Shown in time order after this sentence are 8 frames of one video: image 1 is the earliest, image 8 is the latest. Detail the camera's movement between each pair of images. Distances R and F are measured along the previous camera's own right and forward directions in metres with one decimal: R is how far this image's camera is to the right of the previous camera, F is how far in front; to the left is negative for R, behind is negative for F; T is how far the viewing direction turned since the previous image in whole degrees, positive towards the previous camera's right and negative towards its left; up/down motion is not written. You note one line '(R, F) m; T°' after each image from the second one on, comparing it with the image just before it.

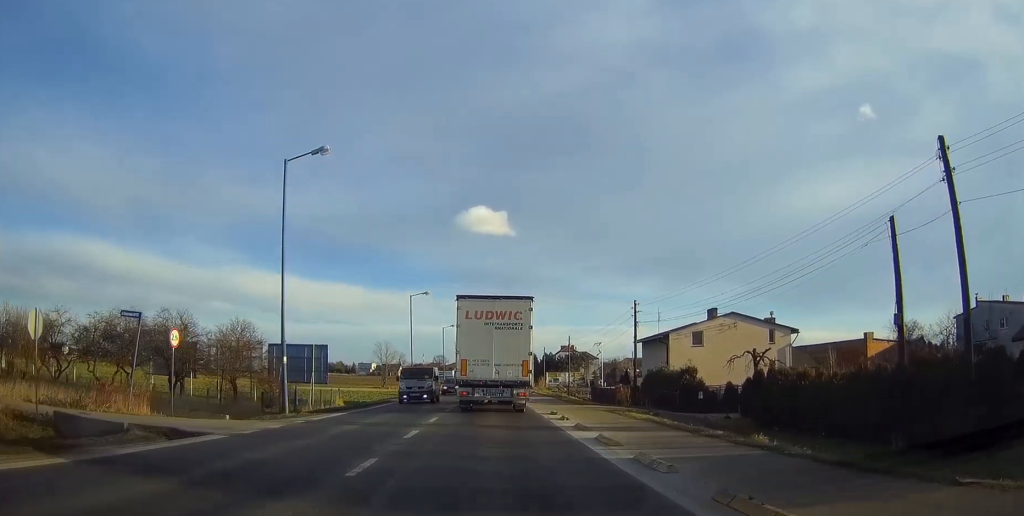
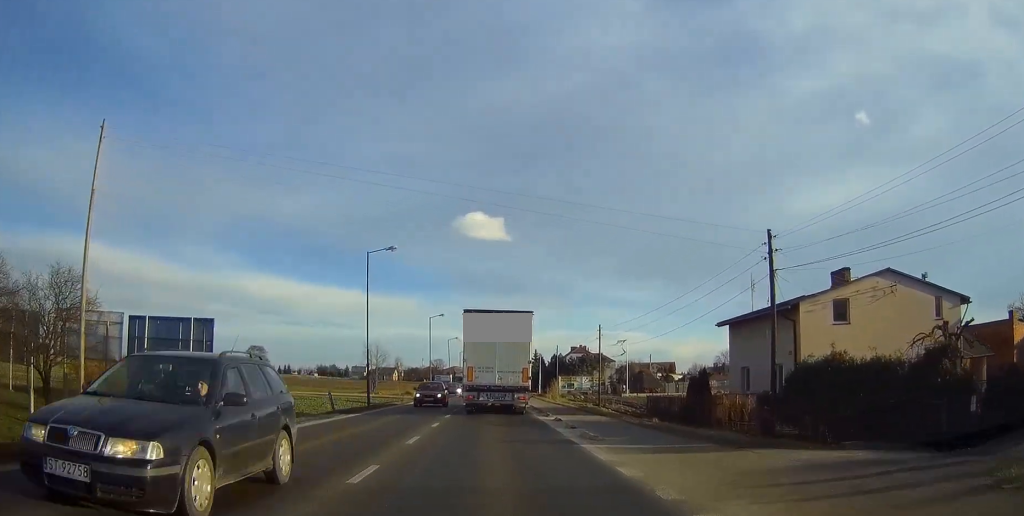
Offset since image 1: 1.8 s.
(0.0, +24.0) m; 0°
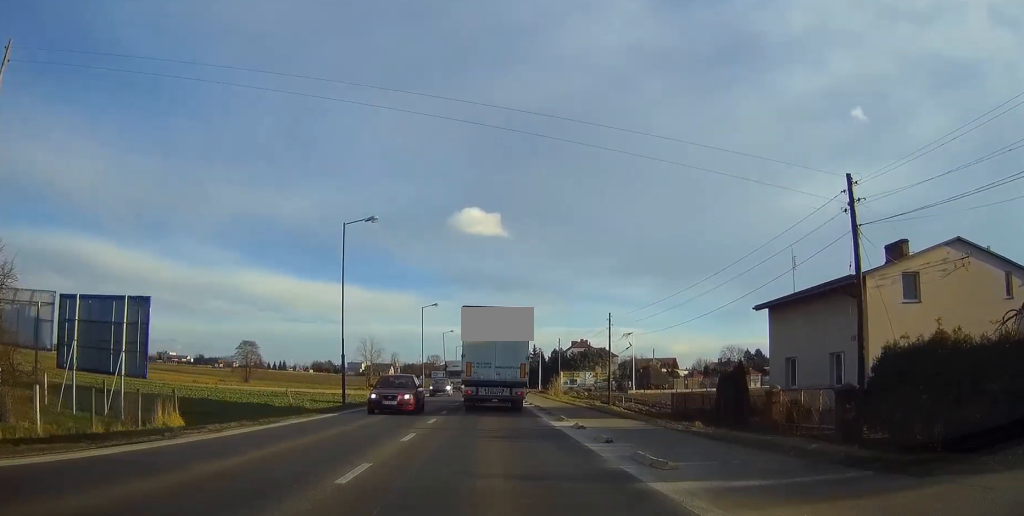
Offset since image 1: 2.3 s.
(0.0, +6.3) m; 0°
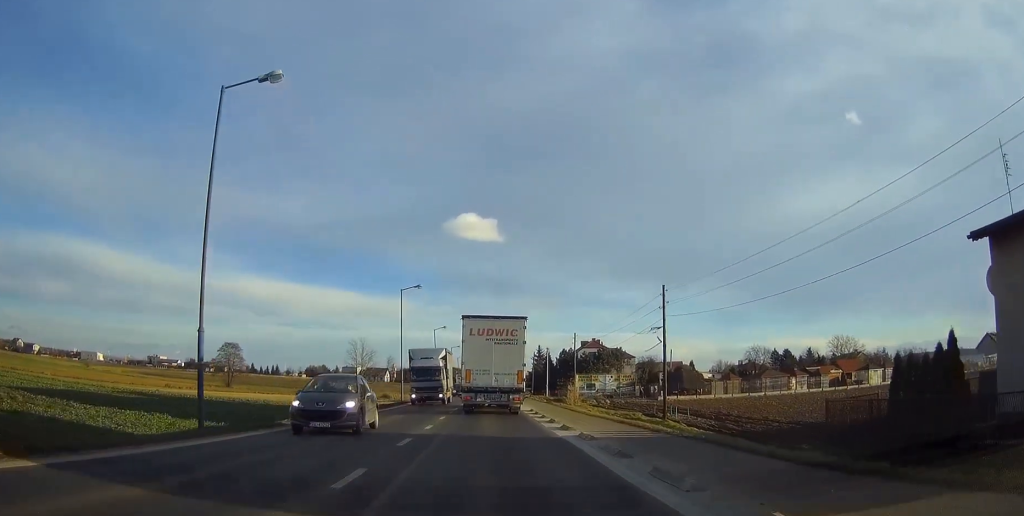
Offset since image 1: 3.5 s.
(+0.1, +17.2) m; +1°
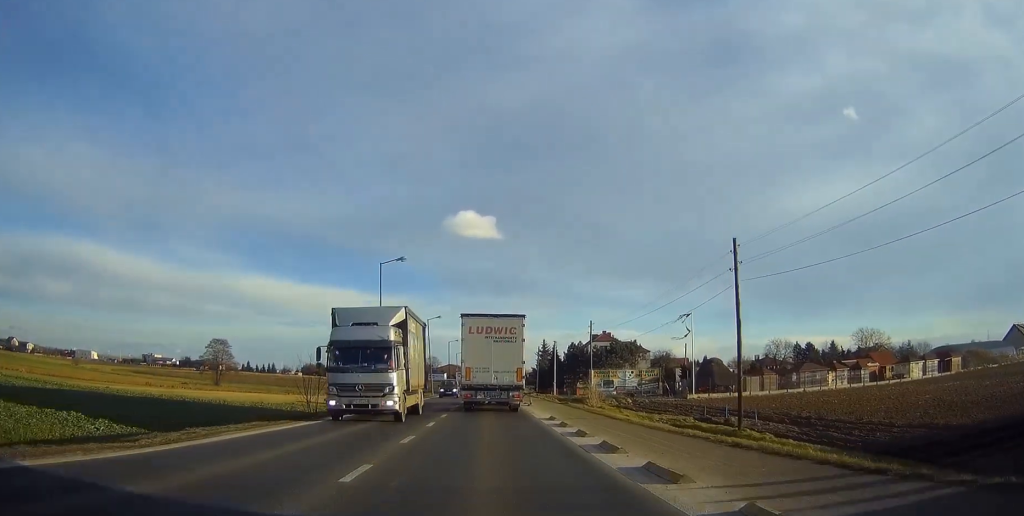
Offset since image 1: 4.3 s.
(0.0, +11.0) m; 0°
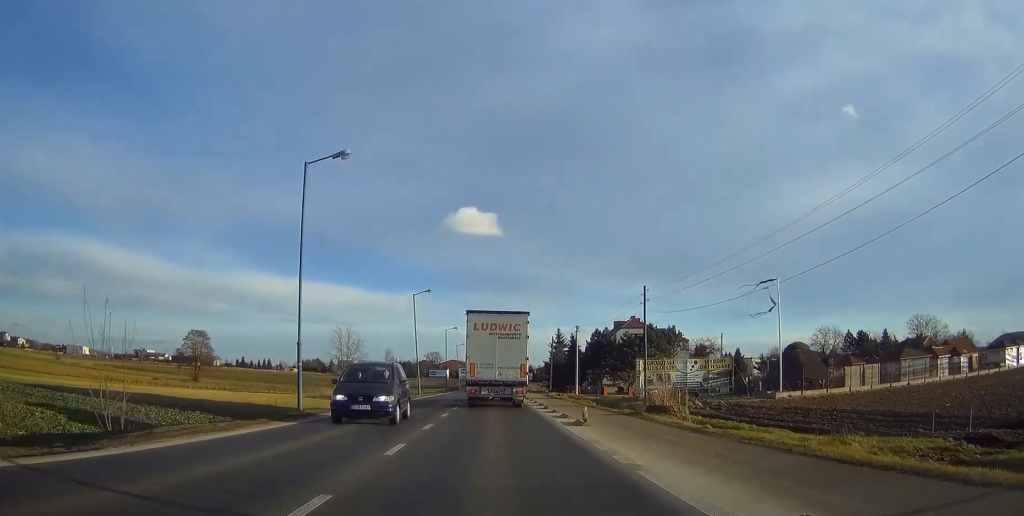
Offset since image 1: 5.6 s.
(-0.1, +20.1) m; -1°
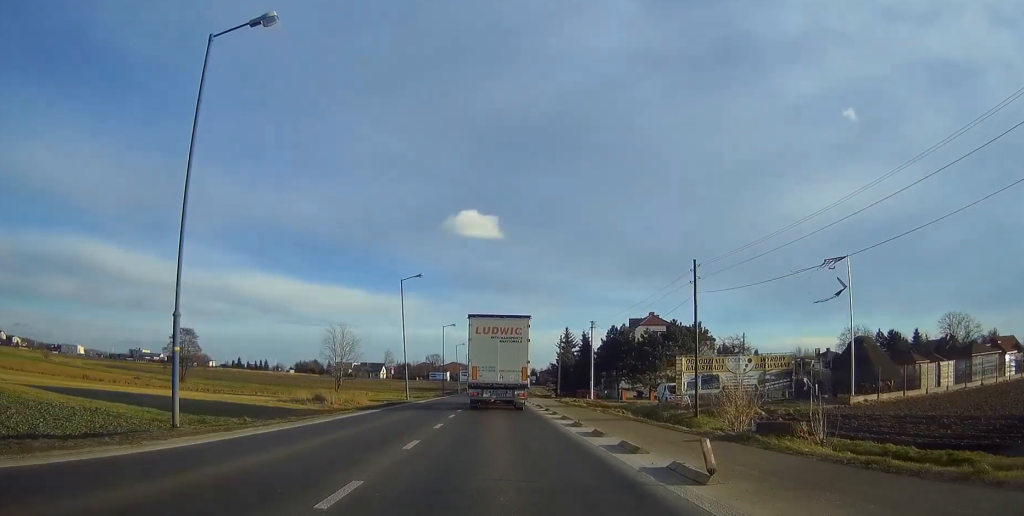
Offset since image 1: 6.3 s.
(0.0, +10.6) m; 0°
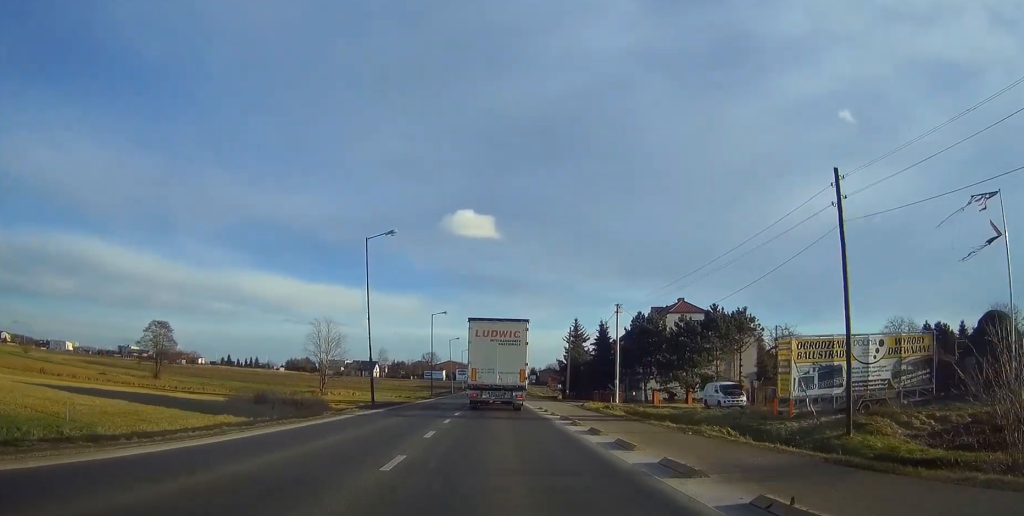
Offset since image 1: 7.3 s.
(0.0, +15.4) m; 0°
